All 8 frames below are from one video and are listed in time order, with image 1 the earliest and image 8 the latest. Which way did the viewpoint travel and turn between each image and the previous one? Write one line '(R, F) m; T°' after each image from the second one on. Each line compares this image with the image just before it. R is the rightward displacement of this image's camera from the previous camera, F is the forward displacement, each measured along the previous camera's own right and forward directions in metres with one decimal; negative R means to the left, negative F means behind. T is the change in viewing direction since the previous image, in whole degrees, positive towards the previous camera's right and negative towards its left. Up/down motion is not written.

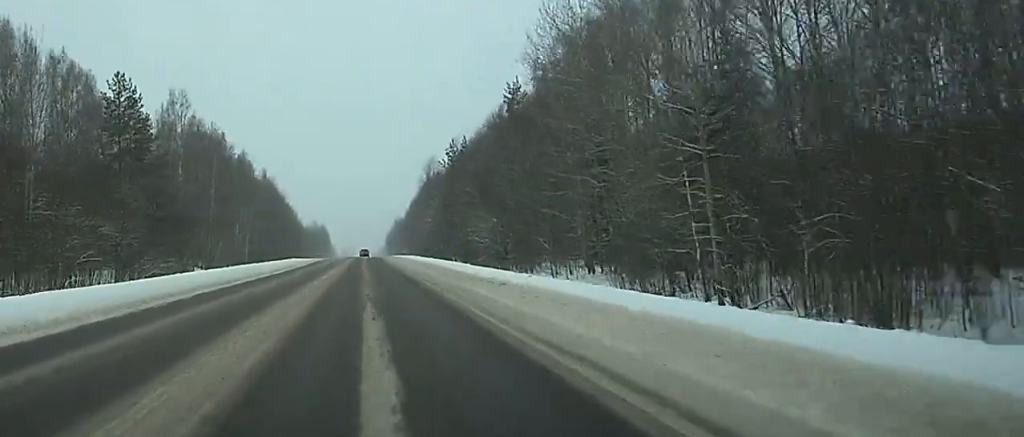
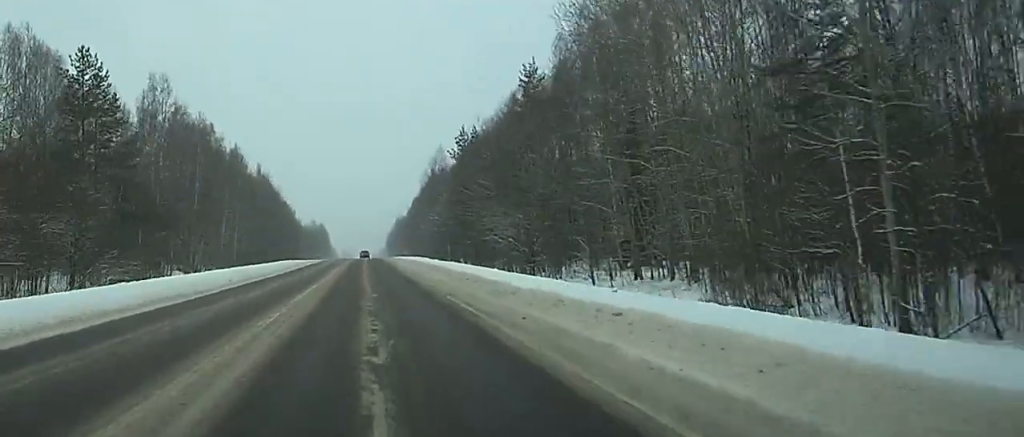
(0.0, +11.8) m; 0°
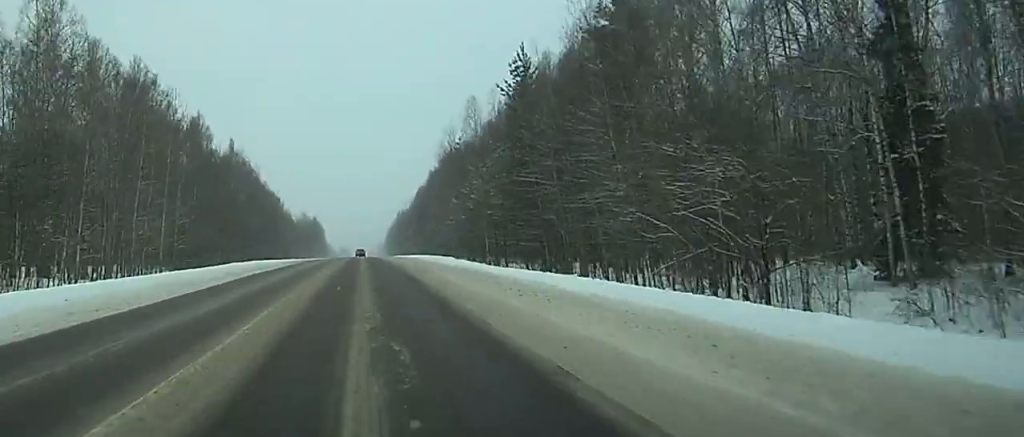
(+0.2, +40.3) m; 0°
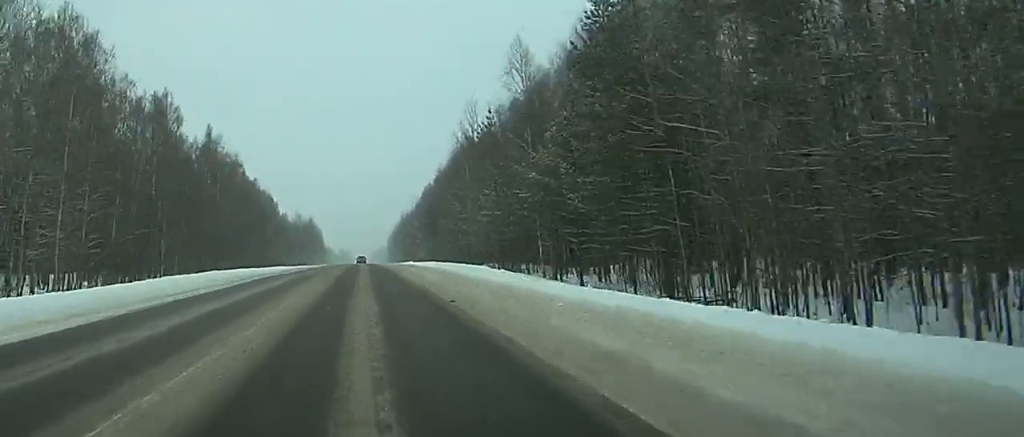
(0.0, +25.7) m; 0°
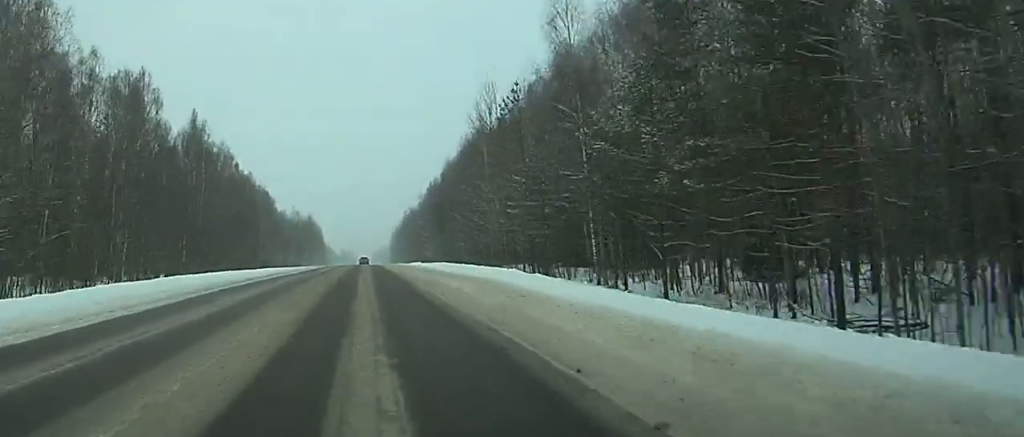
(0.0, +13.8) m; 0°
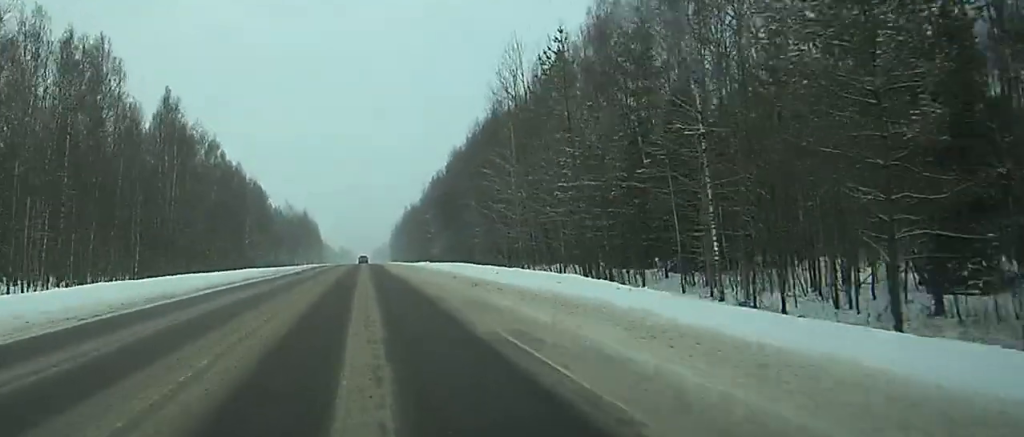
(0.0, +16.9) m; 0°
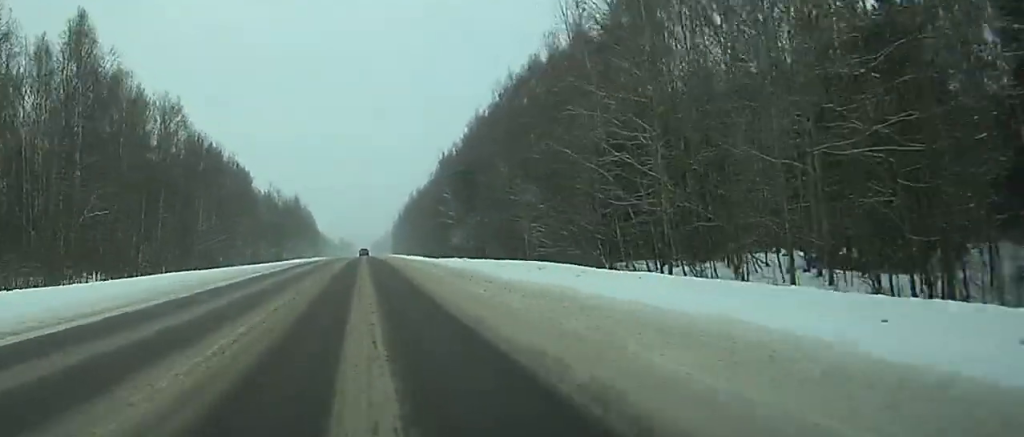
(-0.4, +34.7) m; 0°
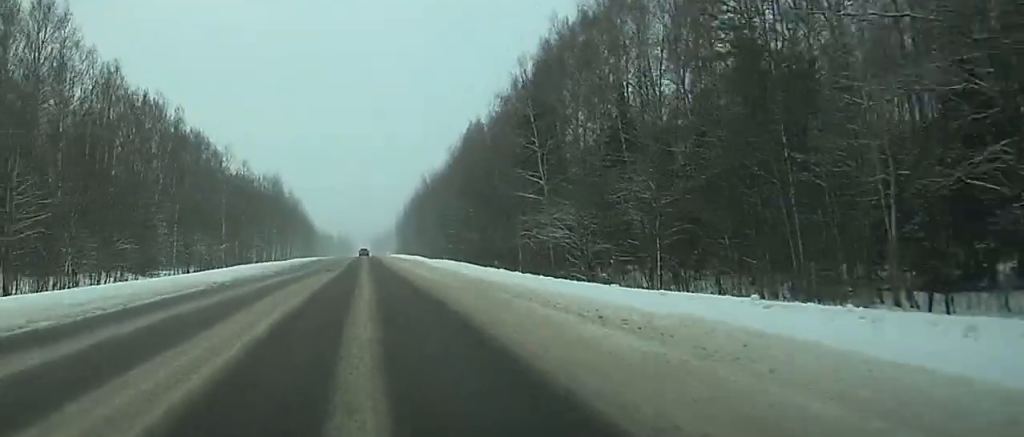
(+1.1, +54.2) m; +1°
